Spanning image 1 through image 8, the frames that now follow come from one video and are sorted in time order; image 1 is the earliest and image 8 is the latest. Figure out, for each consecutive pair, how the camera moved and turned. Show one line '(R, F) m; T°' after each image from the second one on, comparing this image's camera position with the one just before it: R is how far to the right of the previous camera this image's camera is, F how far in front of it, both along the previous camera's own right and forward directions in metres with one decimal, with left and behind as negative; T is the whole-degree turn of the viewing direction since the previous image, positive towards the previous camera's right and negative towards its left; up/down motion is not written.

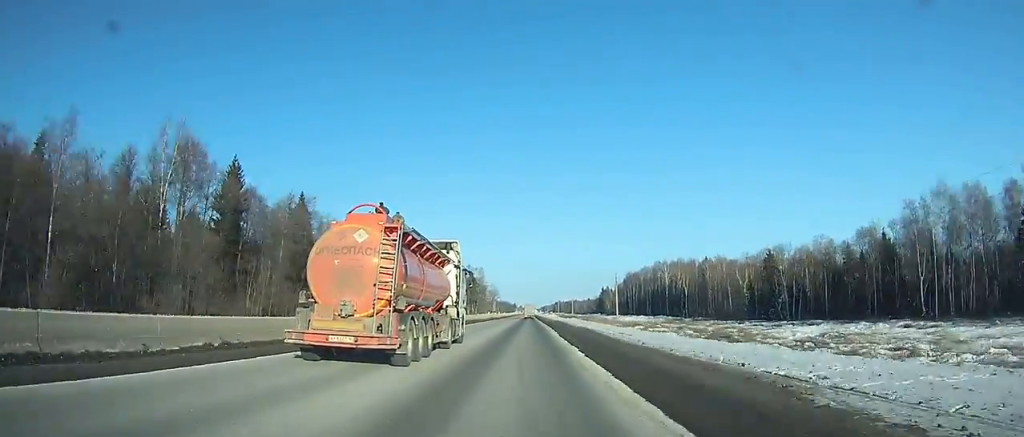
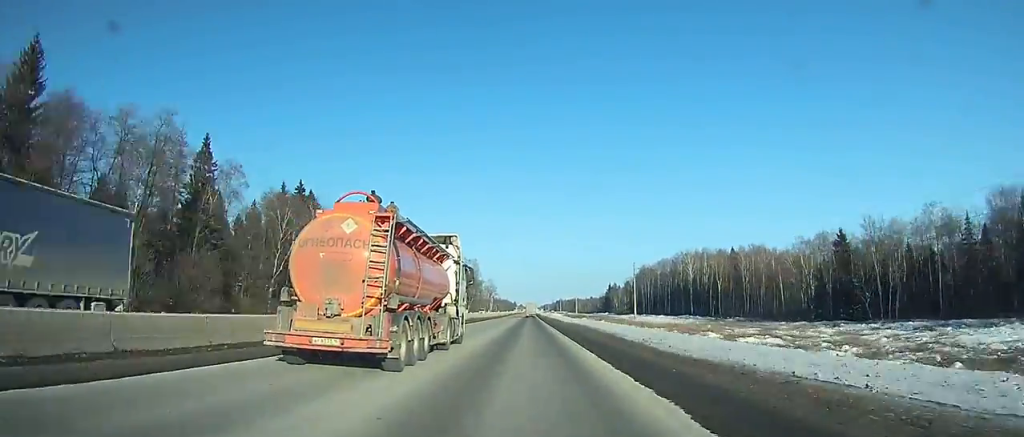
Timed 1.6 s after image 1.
(-0.1, +41.2) m; 0°
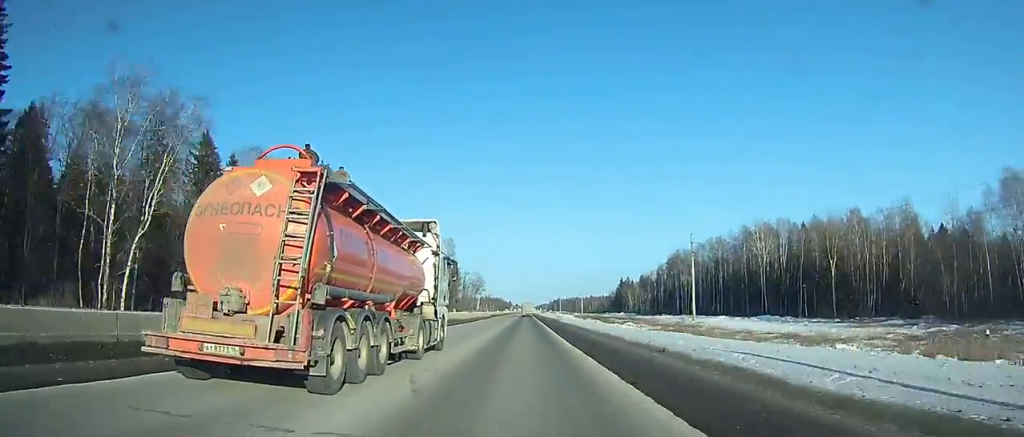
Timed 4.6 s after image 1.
(0.0, +78.8) m; 0°
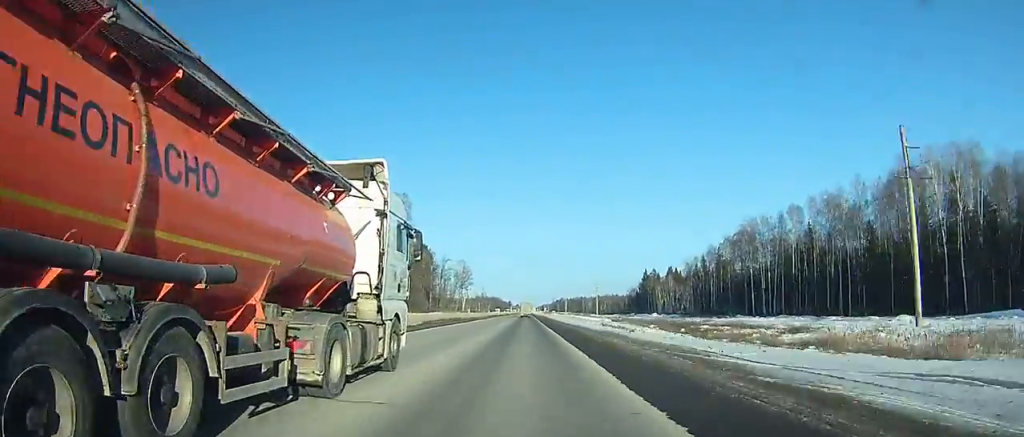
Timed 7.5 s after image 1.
(+0.1, +78.5) m; 0°
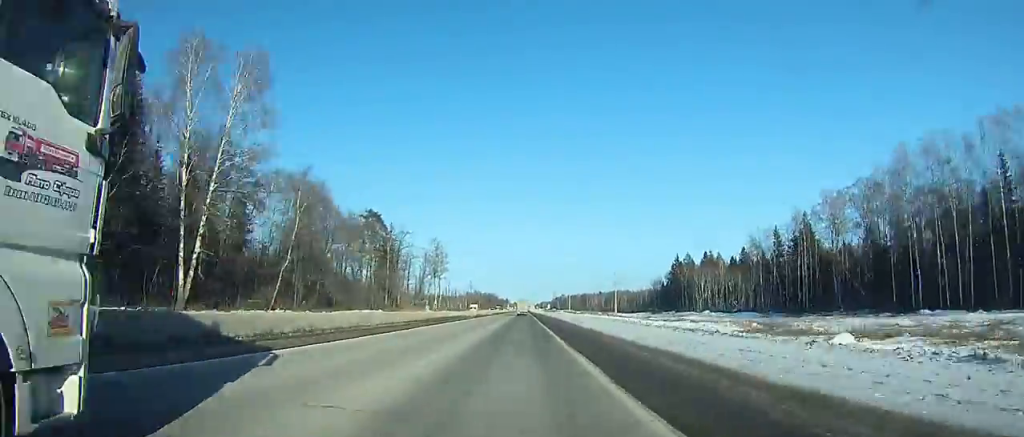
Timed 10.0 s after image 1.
(0.0, +69.1) m; 0°
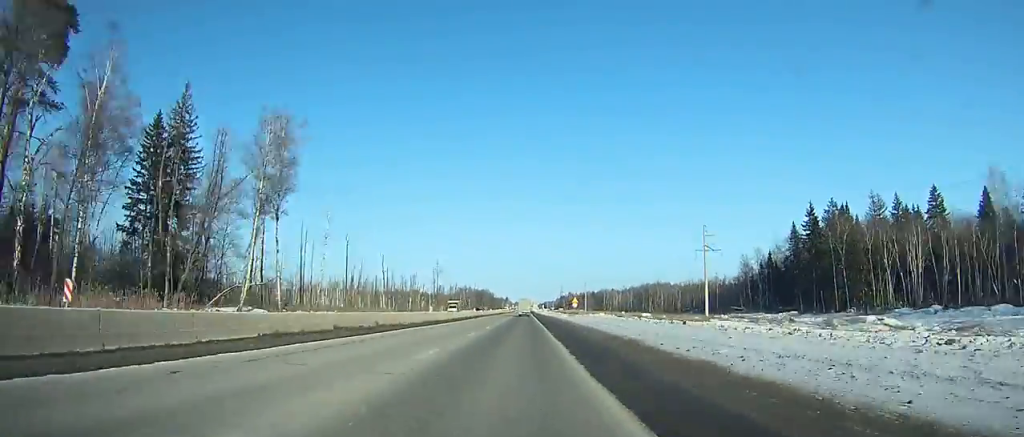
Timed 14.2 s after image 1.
(-0.3, +116.2) m; 0°
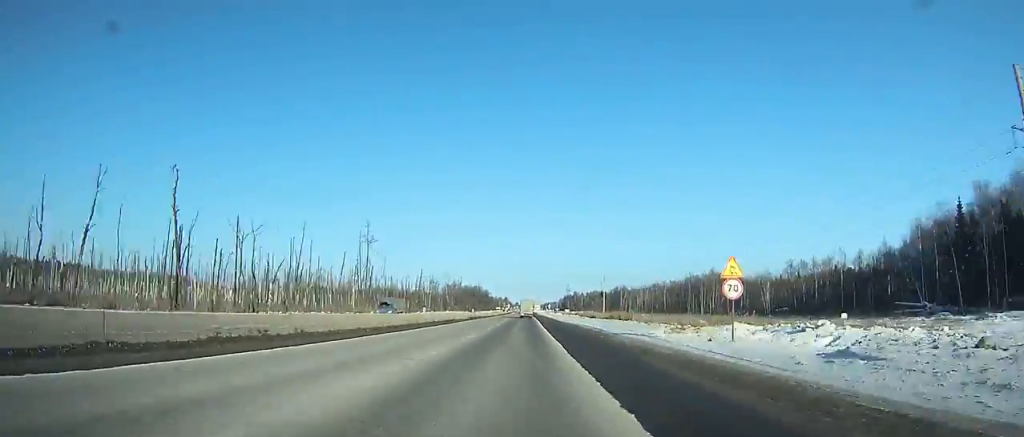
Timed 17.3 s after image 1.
(+0.2, +83.6) m; 0°
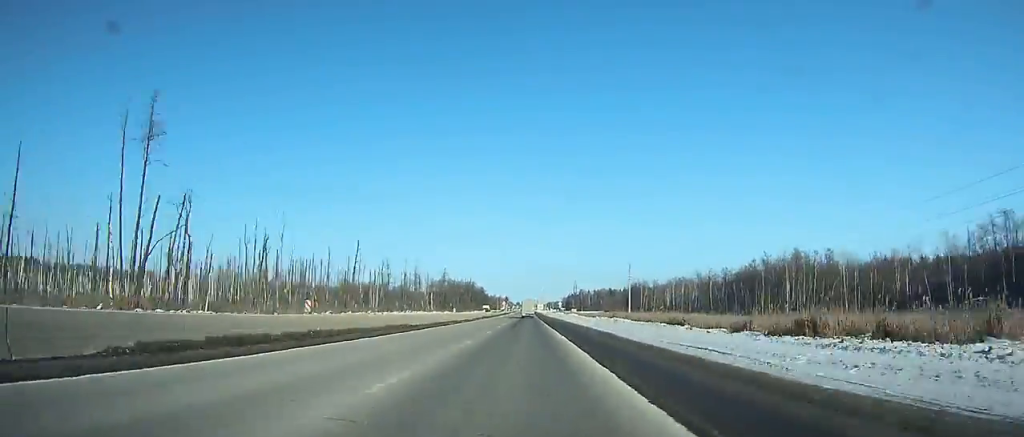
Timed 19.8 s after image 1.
(-0.1, +65.1) m; 0°
